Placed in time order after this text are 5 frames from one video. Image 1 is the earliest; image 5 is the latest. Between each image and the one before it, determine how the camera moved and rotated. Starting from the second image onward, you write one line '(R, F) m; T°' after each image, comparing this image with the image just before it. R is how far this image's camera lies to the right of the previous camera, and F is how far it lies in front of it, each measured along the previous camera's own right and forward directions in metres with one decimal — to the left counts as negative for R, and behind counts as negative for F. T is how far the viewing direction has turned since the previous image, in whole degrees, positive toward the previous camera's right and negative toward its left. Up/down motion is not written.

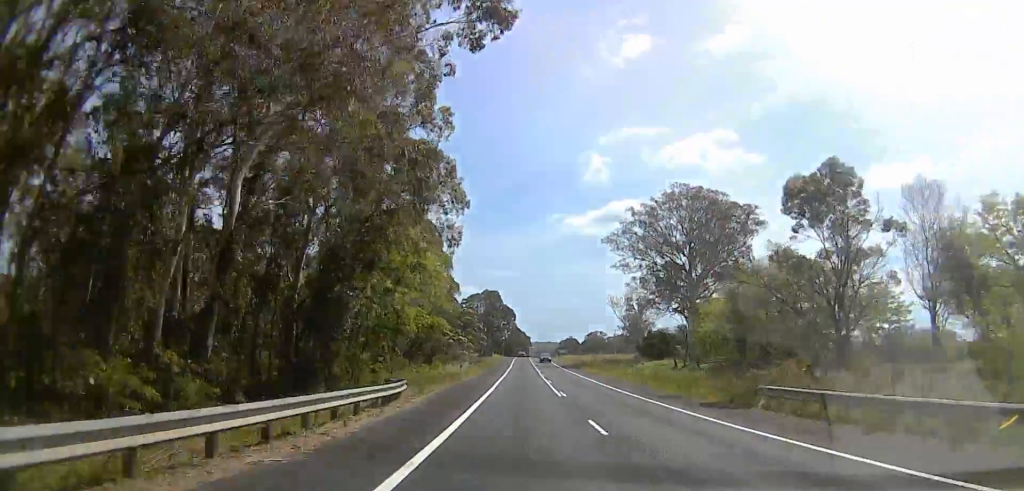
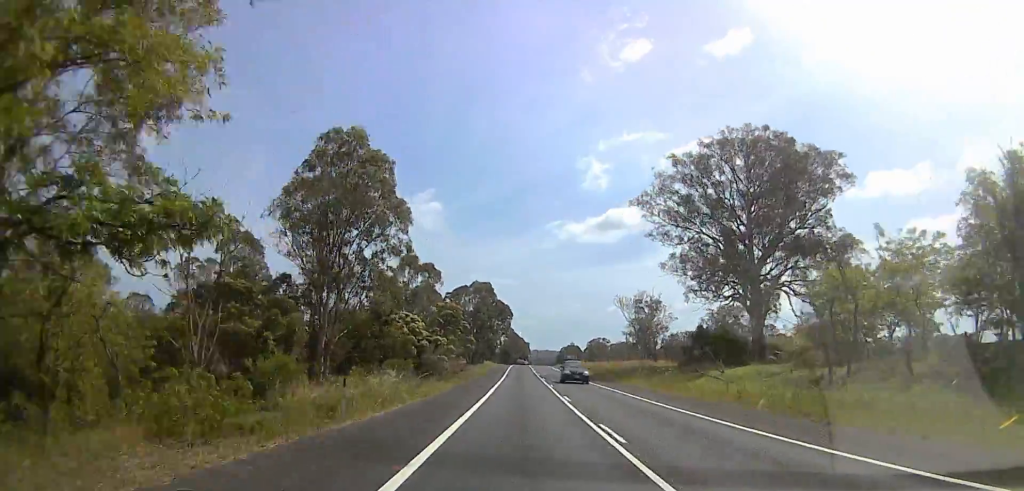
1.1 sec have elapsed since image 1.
(+0.3, +27.4) m; +1°
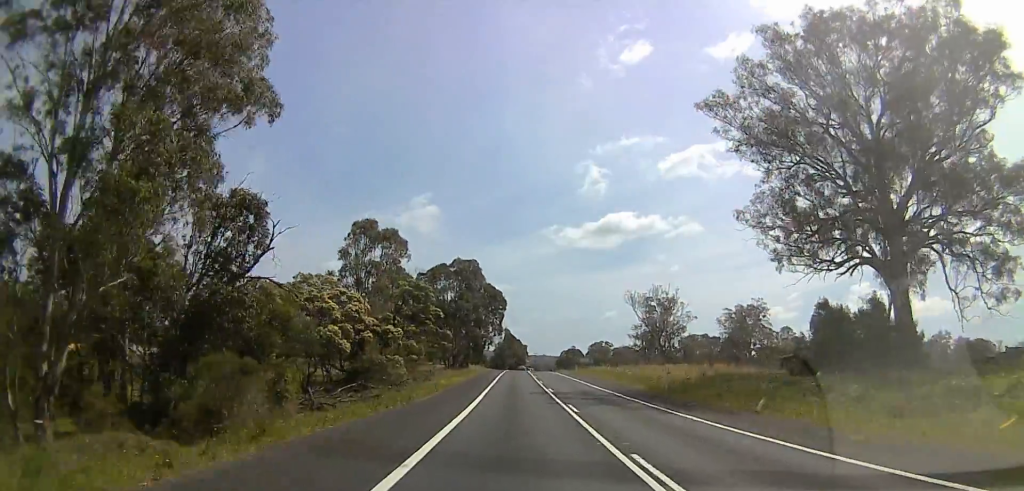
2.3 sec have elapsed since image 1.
(0.0, +29.0) m; 0°
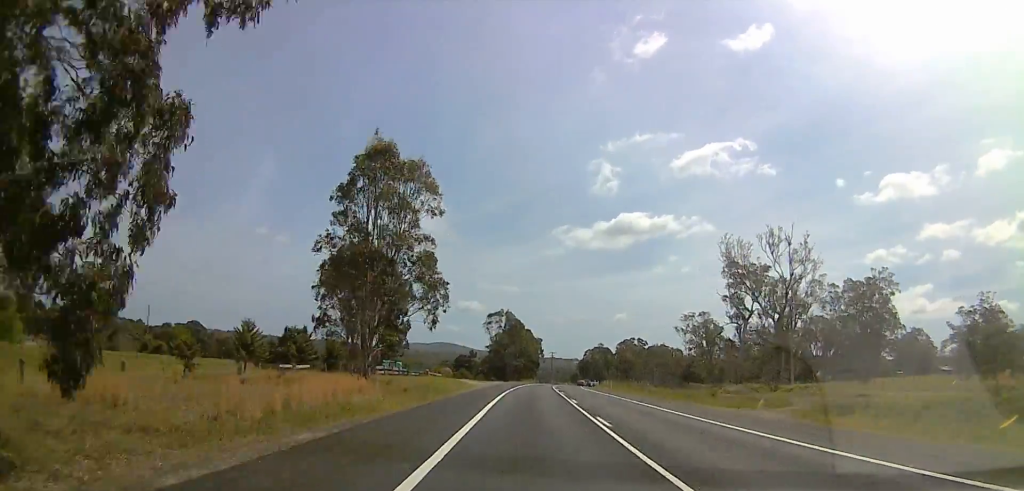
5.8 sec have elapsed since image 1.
(-1.1, +86.1) m; 0°
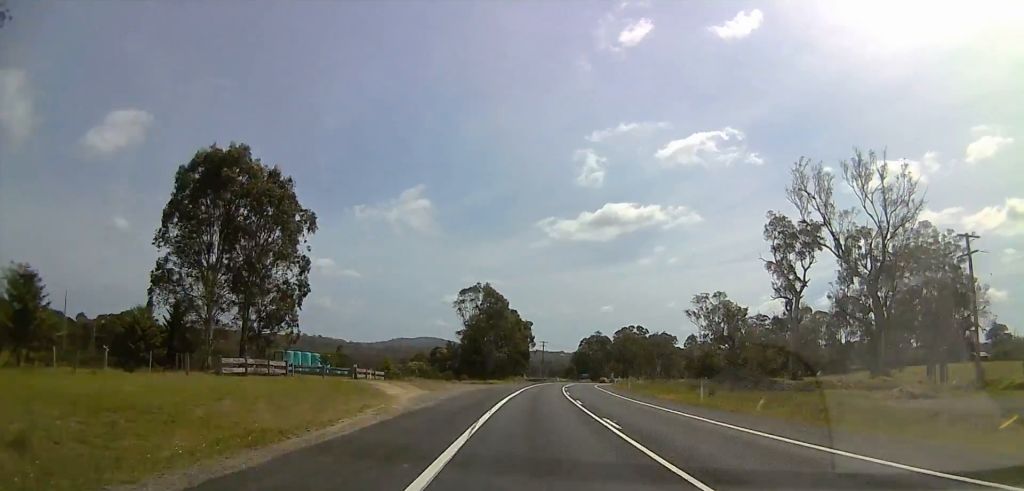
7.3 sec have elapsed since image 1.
(-0.5, +35.8) m; -2°
